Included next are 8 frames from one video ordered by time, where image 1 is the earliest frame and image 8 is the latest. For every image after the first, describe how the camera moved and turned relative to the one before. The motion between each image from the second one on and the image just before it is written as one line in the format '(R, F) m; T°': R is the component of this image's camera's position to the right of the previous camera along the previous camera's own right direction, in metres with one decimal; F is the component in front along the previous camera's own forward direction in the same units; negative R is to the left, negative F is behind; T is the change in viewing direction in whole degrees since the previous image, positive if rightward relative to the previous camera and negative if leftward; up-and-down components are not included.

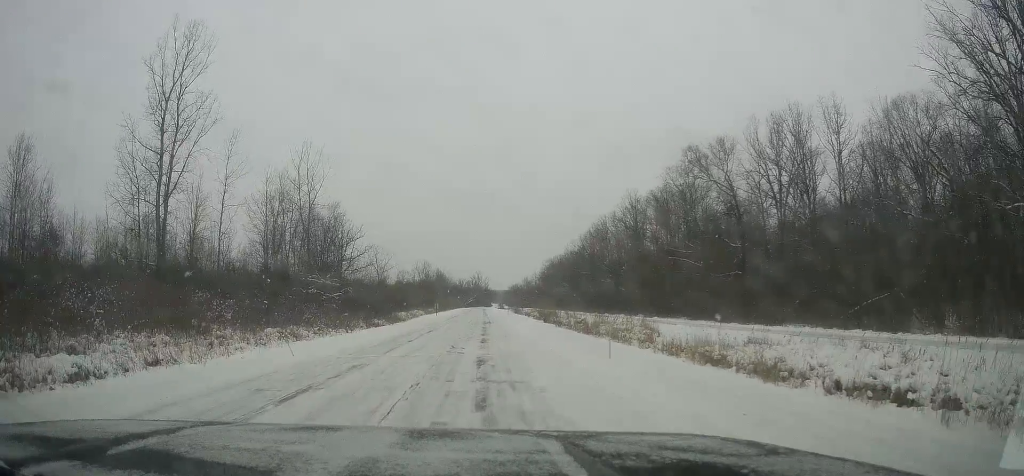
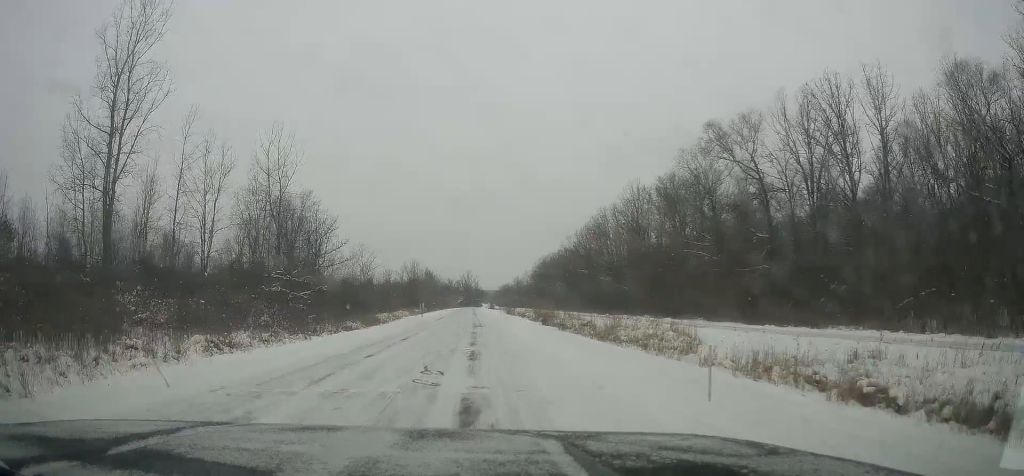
(+0.3, +7.8) m; 0°
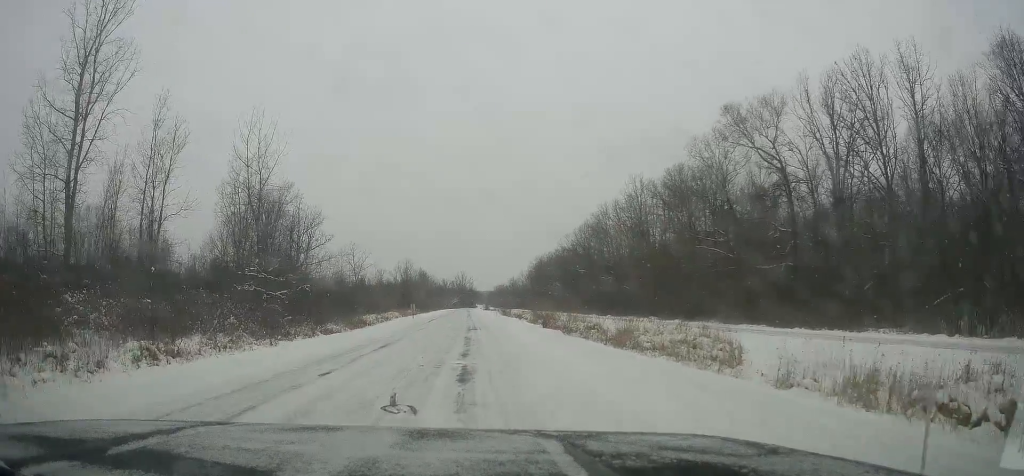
(-0.1, +4.8) m; -2°
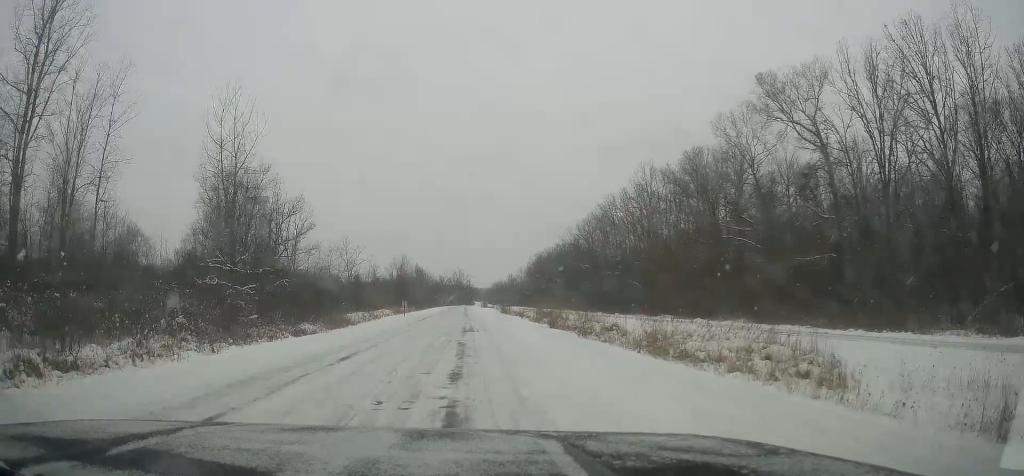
(-0.3, +6.1) m; +1°
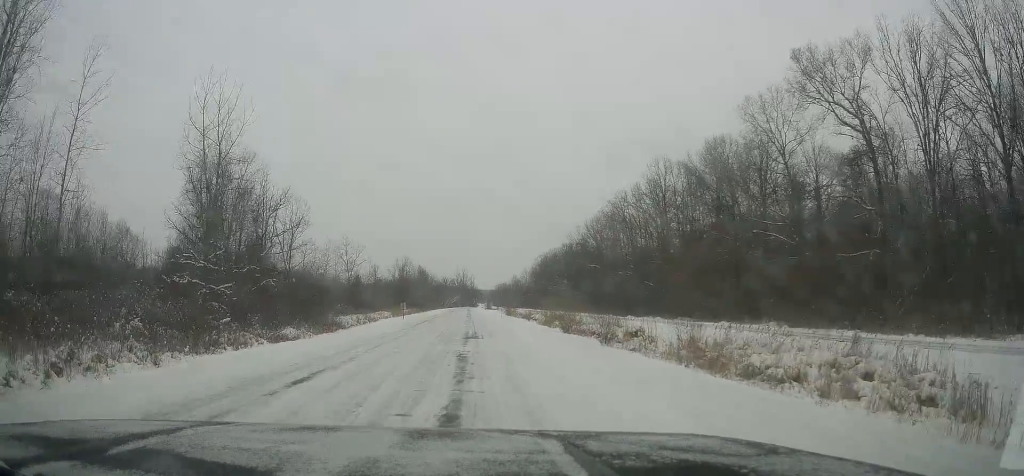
(+0.3, +4.6) m; +3°
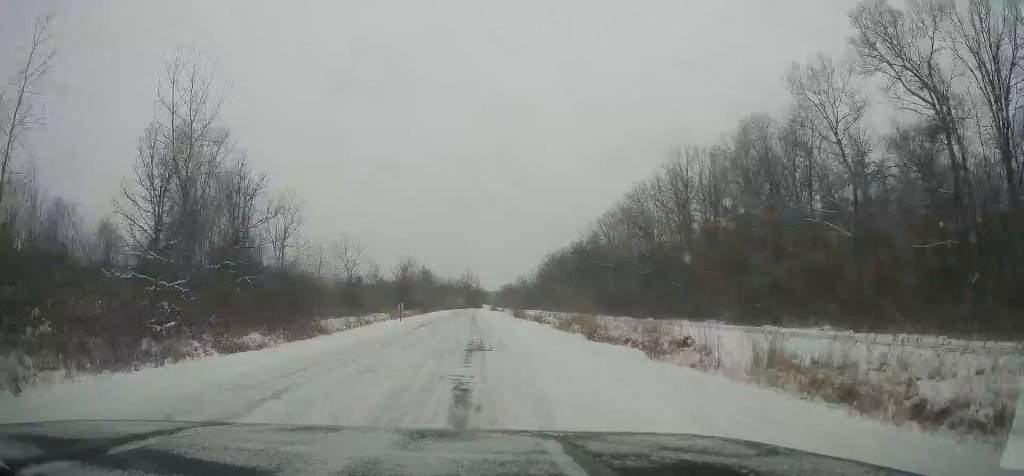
(+0.1, +6.7) m; +1°
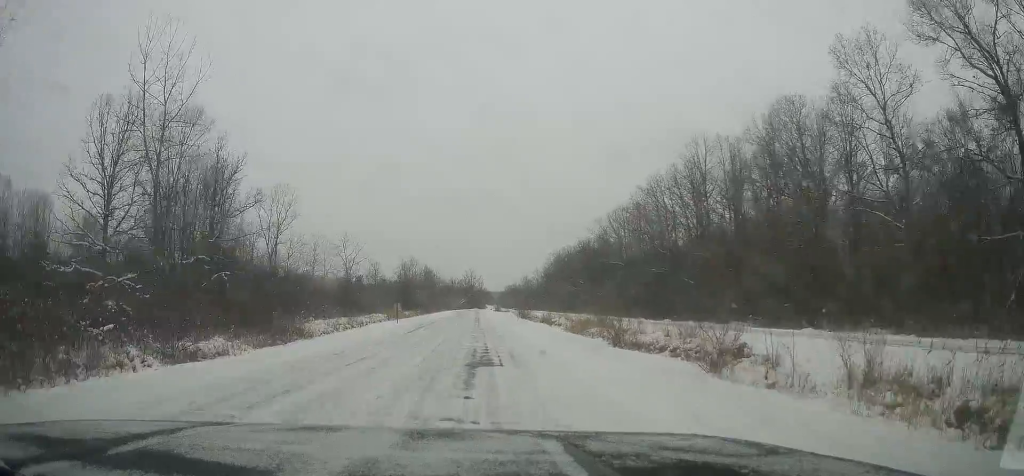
(0.0, +5.1) m; 0°
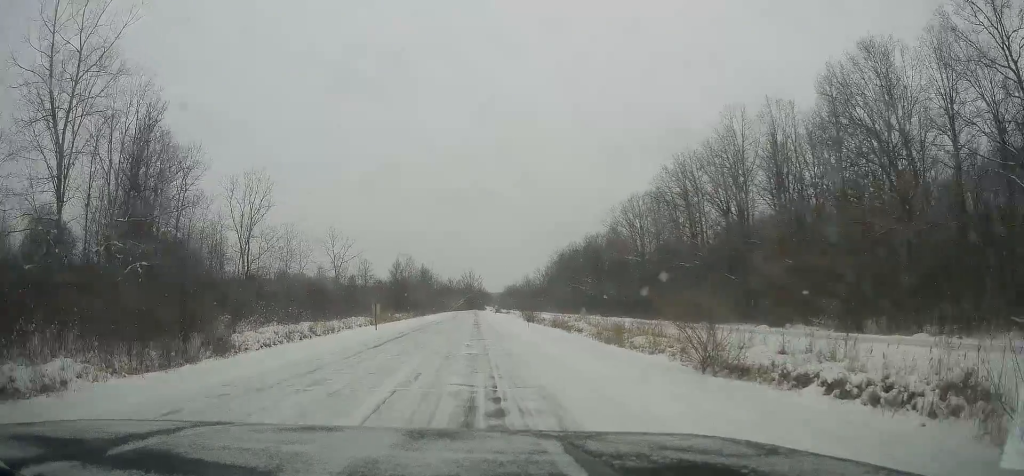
(0.0, +11.1) m; 0°
